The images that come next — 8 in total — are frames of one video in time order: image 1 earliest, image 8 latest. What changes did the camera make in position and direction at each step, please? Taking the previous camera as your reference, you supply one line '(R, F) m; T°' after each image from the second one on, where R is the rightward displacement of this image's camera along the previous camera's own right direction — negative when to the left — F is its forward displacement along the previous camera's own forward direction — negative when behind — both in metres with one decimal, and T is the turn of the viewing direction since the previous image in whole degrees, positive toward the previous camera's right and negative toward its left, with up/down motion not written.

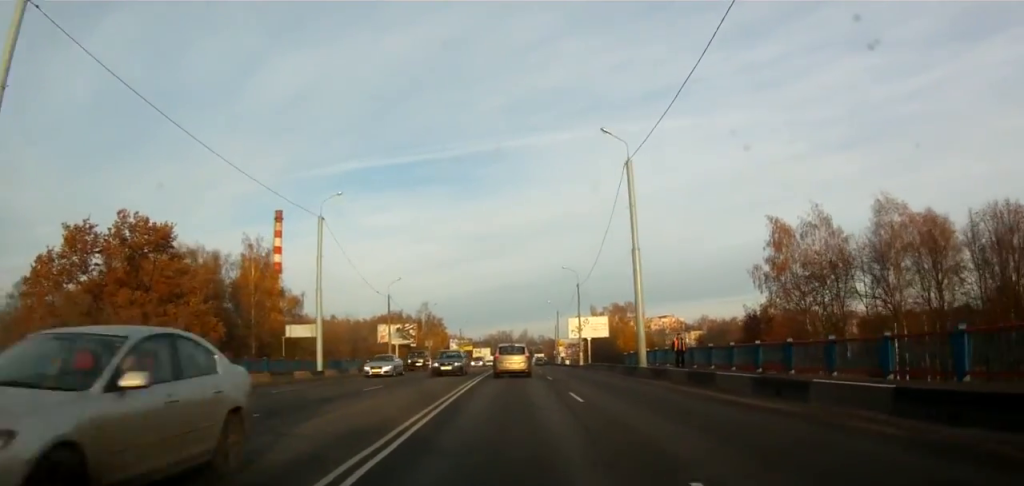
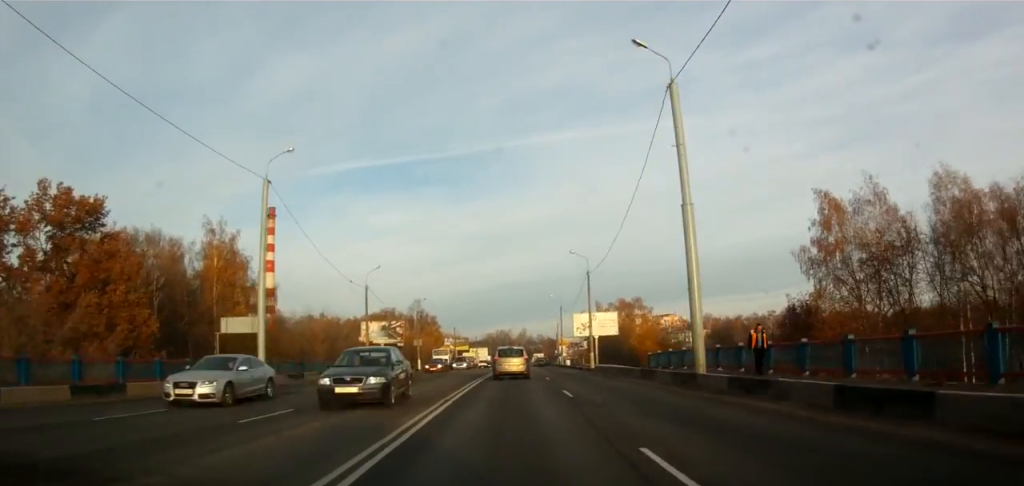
(-0.2, +9.9) m; 0°
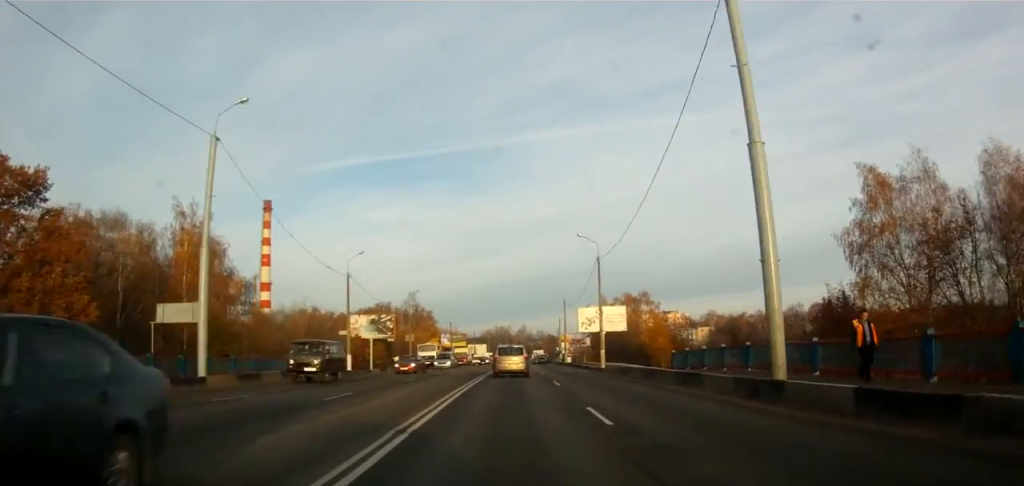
(-0.2, +6.6) m; 0°
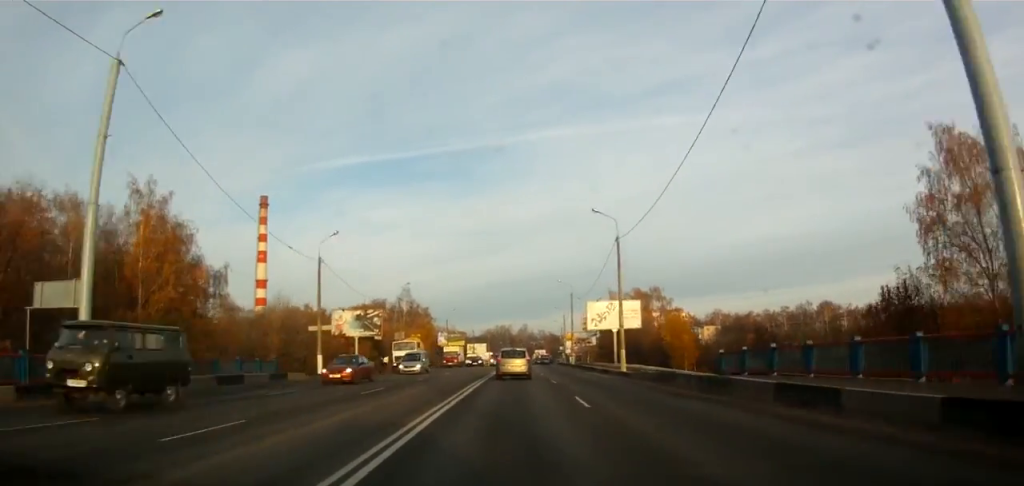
(+0.1, +8.7) m; +1°
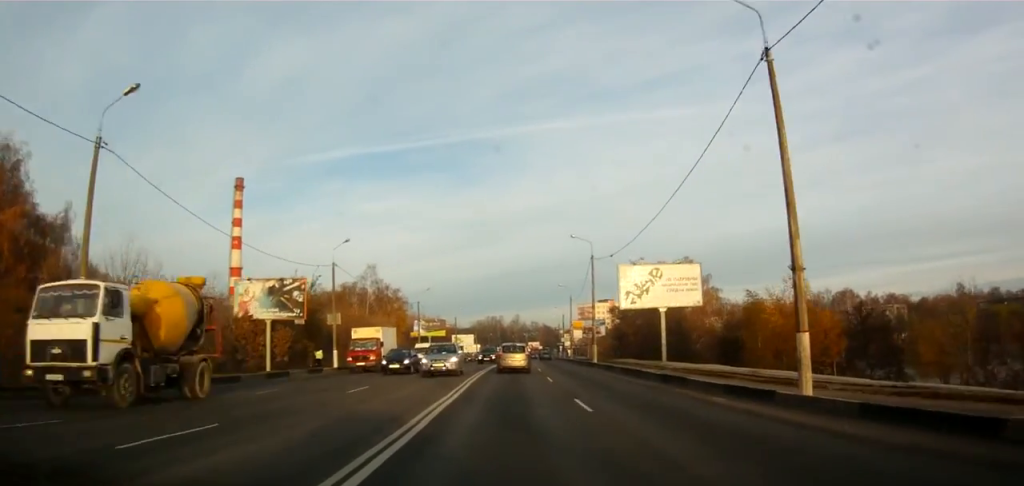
(+0.3, +24.9) m; 0°
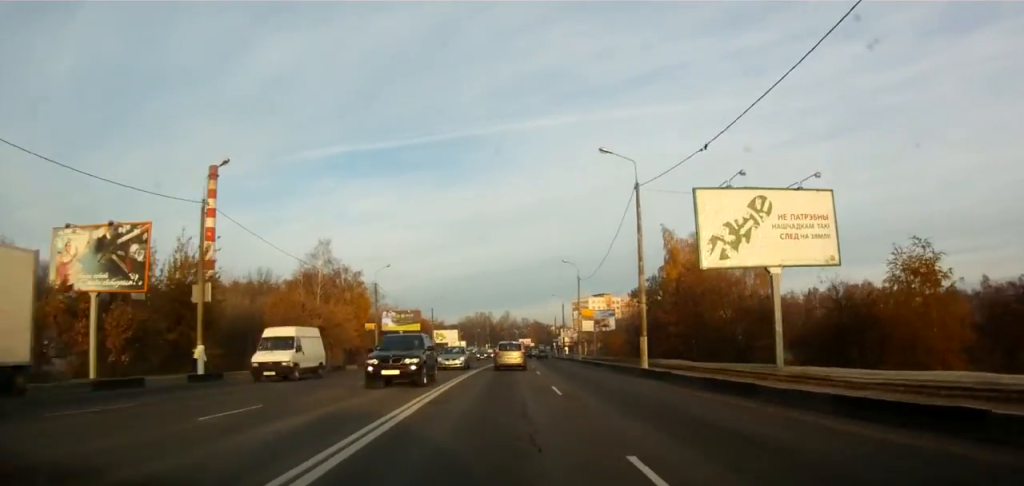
(-0.2, +20.8) m; +1°
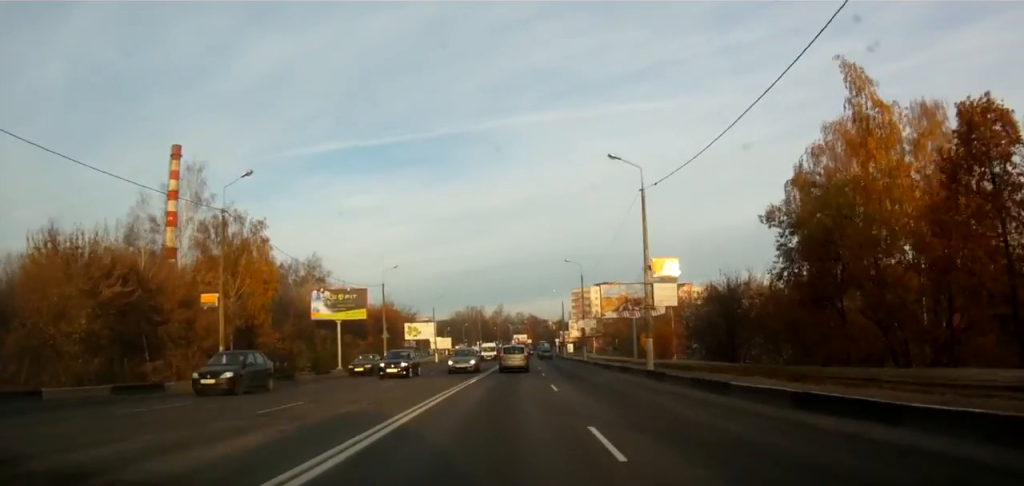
(+0.7, +33.7) m; +1°
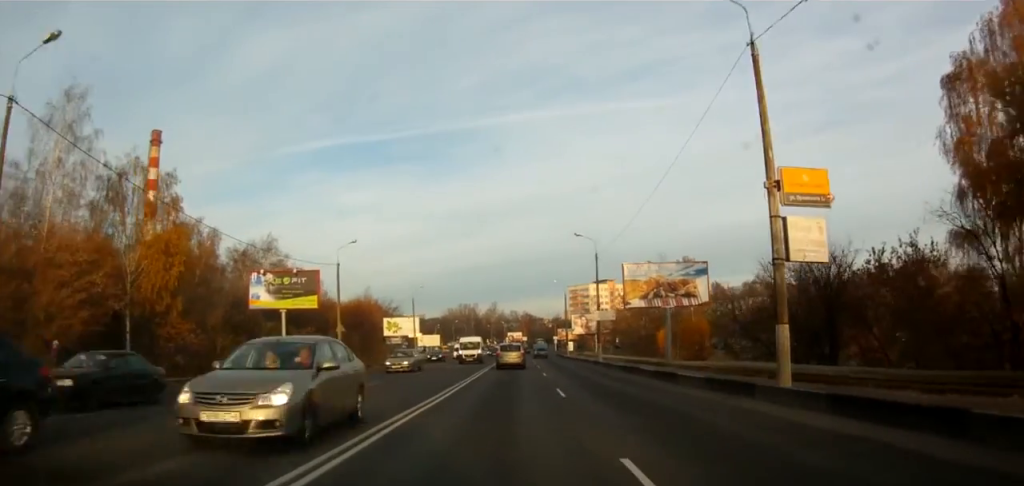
(0.0, +15.6) m; 0°
